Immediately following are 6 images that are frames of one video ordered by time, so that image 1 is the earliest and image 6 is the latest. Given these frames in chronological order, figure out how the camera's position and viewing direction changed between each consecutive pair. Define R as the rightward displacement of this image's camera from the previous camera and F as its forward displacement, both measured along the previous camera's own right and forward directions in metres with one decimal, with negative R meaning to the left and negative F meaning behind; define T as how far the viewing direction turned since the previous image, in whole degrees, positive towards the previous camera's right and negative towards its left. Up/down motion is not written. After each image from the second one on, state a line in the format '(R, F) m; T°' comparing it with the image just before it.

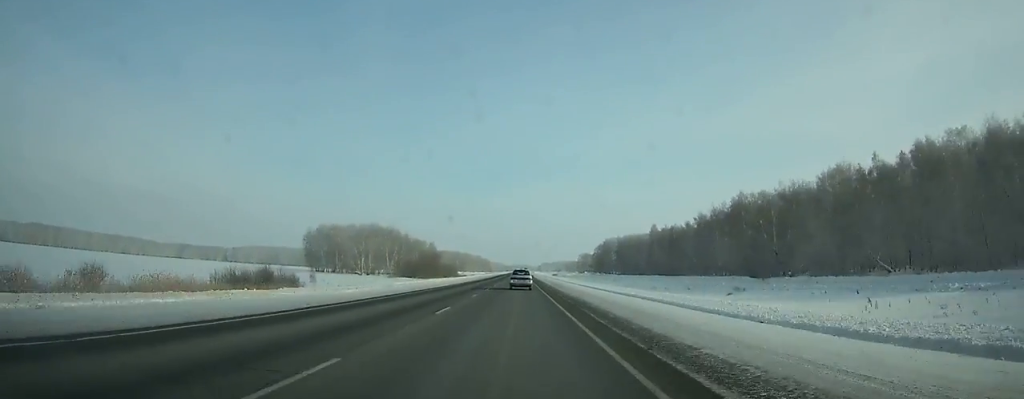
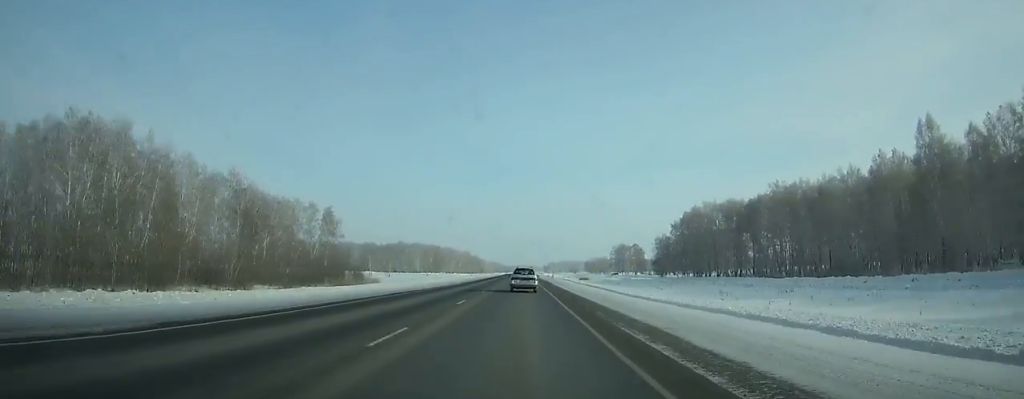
(-0.3, +173.8) m; 0°
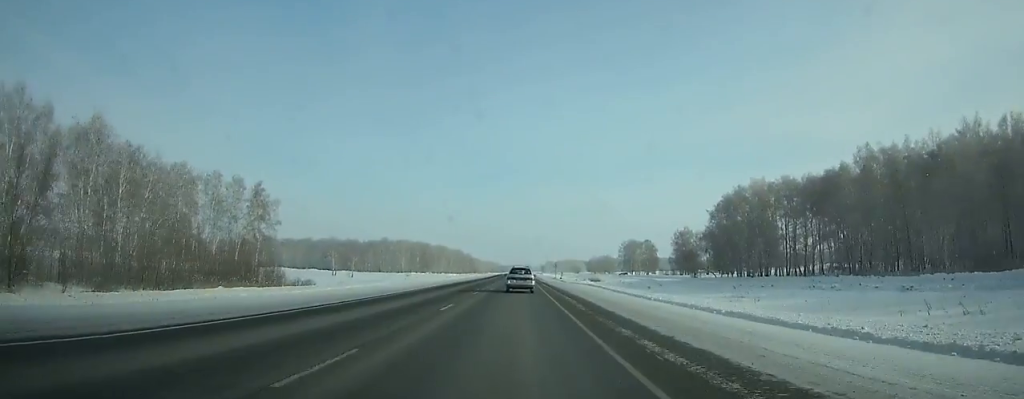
(+0.1, +38.8) m; 0°
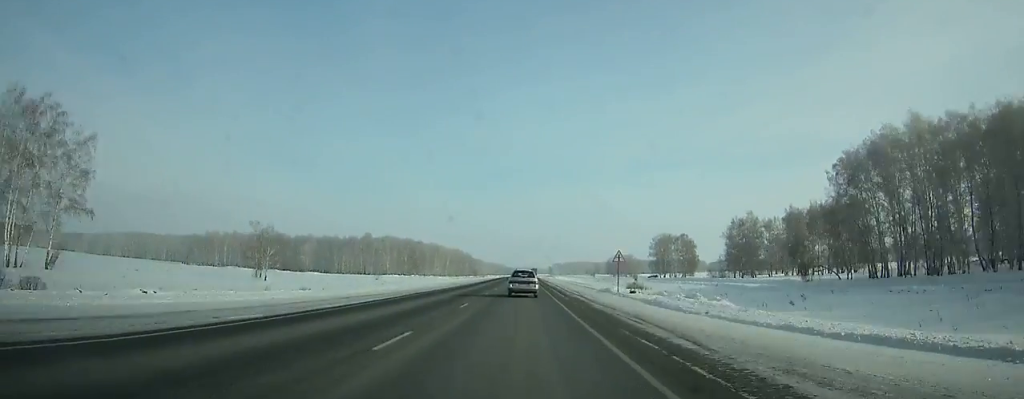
(0.0, +56.5) m; 0°
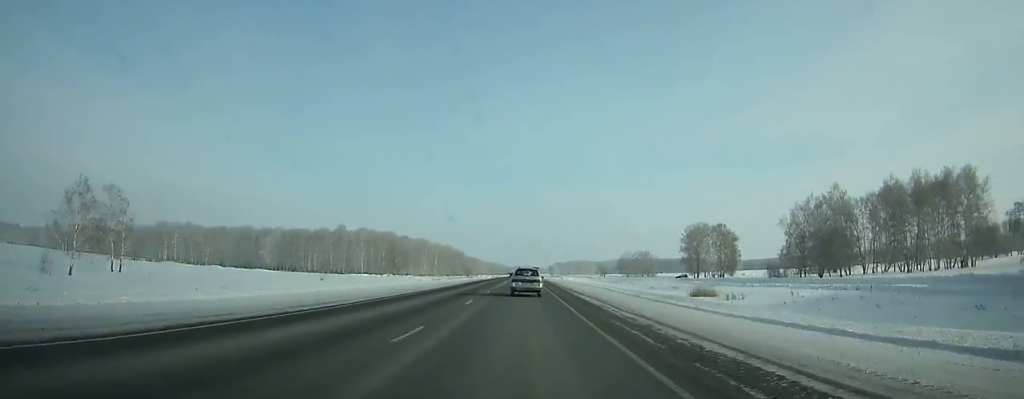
(-0.1, +46.8) m; 0°
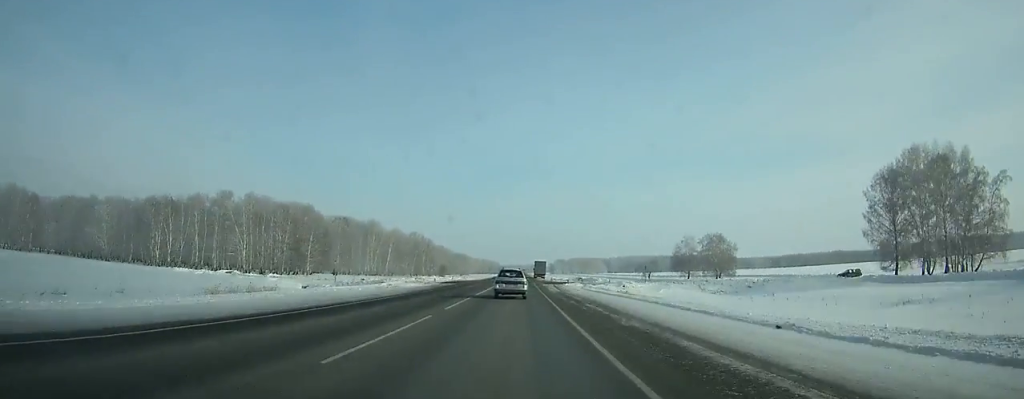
(-0.6, +110.1) m; -1°
